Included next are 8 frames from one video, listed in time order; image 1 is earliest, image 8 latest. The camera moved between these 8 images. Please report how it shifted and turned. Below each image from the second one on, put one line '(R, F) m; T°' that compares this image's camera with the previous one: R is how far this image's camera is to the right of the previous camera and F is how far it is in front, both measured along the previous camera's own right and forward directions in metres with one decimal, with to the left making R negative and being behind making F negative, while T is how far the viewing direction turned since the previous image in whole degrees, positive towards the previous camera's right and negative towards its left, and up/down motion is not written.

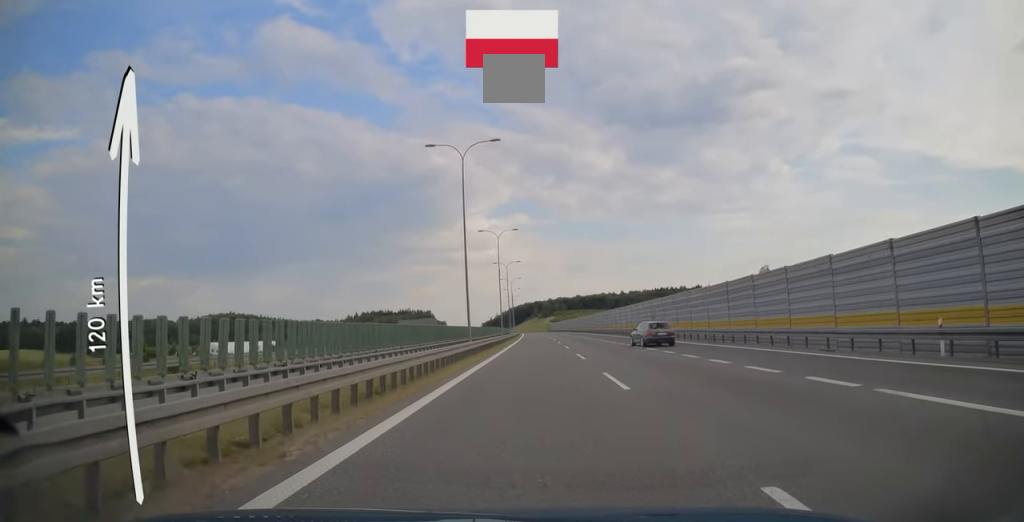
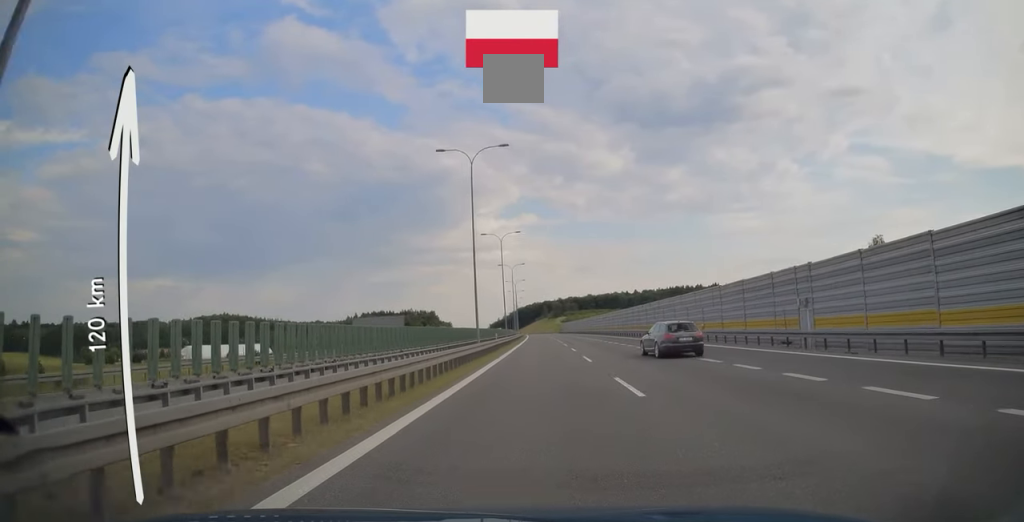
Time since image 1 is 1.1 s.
(-0.2, +37.2) m; 0°
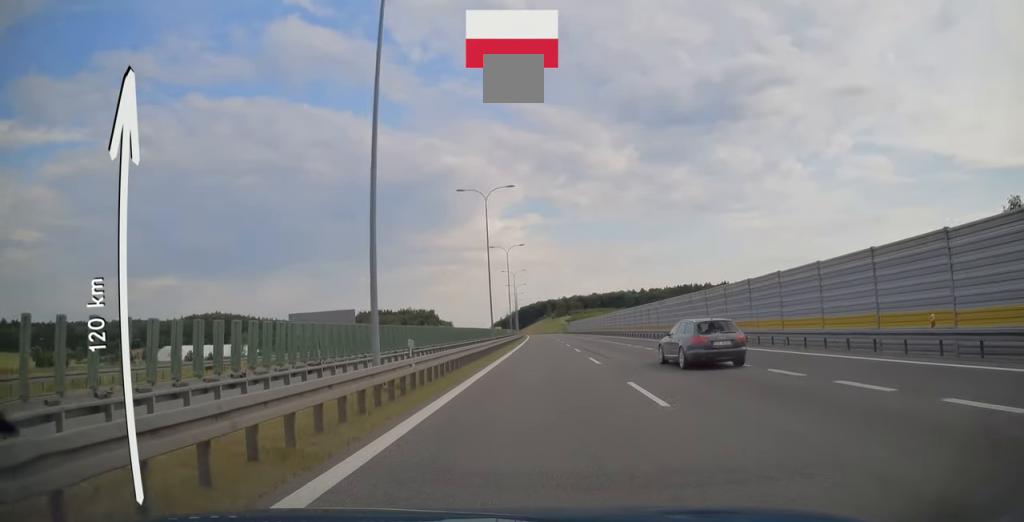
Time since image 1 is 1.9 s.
(0.0, +25.6) m; 0°
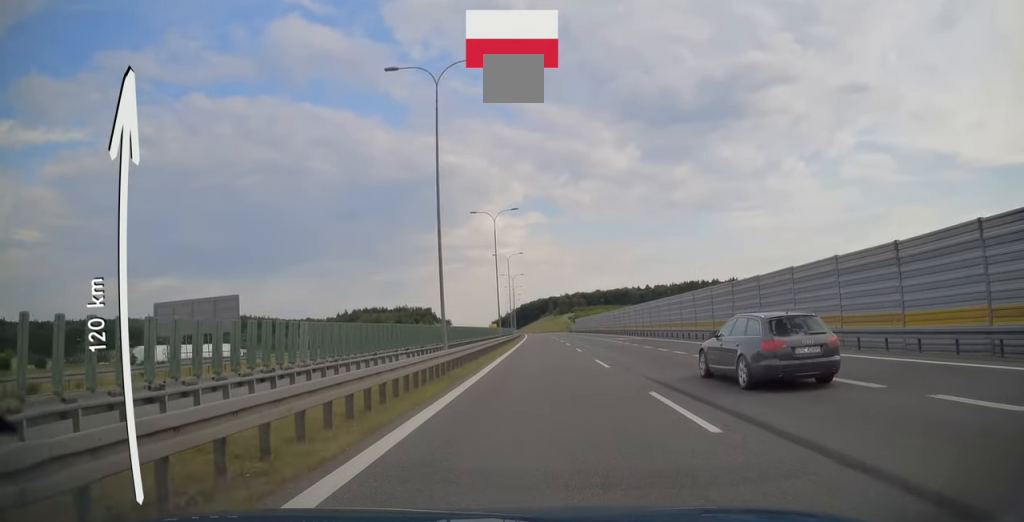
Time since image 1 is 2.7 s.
(-0.1, +26.7) m; 0°
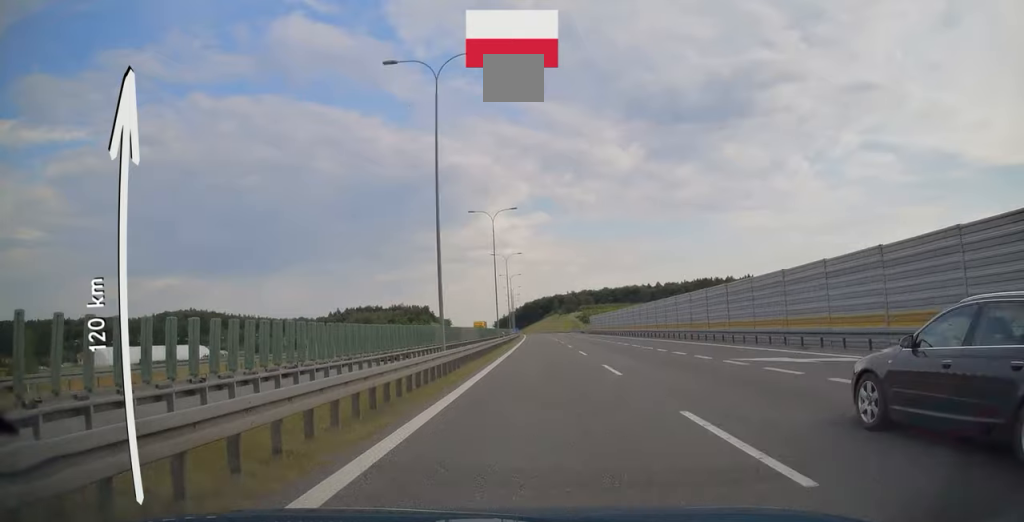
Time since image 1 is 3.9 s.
(-0.2, +38.6) m; 0°
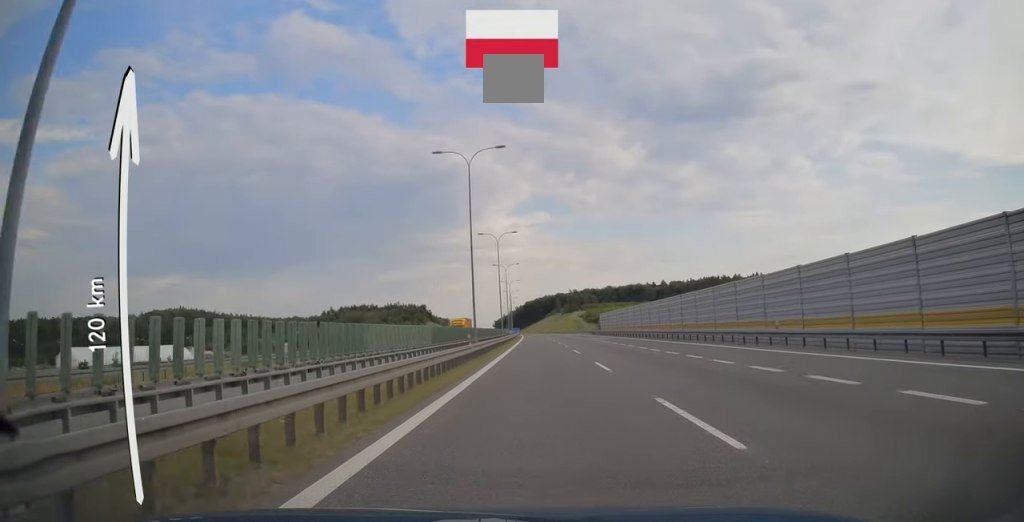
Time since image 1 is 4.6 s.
(0.0, +22.3) m; 0°
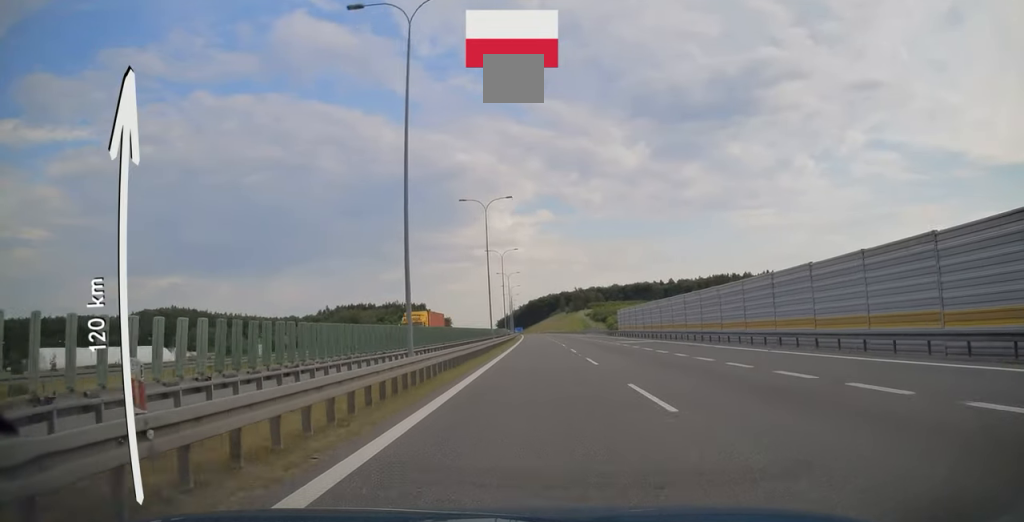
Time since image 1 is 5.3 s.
(0.0, +21.2) m; 0°
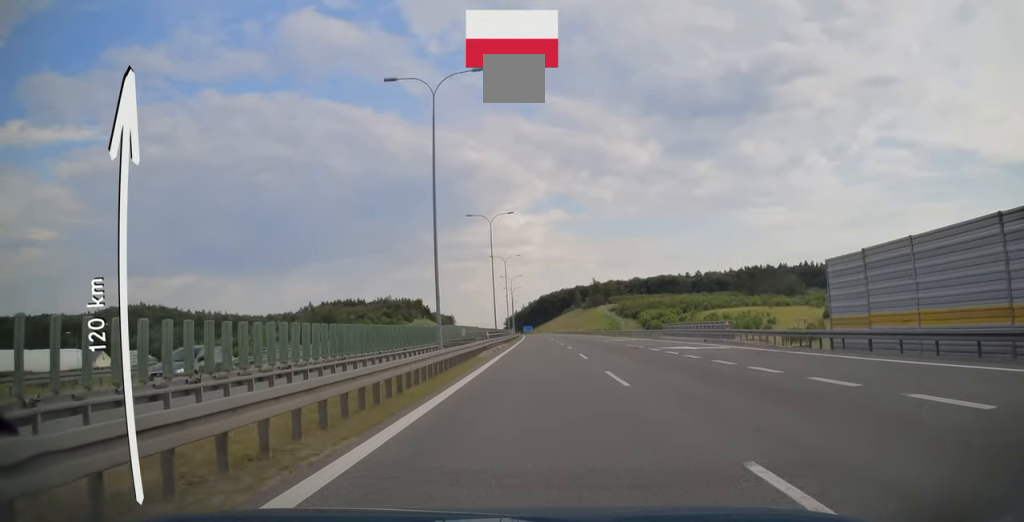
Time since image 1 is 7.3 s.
(-0.5, +68.1) m; -1°
